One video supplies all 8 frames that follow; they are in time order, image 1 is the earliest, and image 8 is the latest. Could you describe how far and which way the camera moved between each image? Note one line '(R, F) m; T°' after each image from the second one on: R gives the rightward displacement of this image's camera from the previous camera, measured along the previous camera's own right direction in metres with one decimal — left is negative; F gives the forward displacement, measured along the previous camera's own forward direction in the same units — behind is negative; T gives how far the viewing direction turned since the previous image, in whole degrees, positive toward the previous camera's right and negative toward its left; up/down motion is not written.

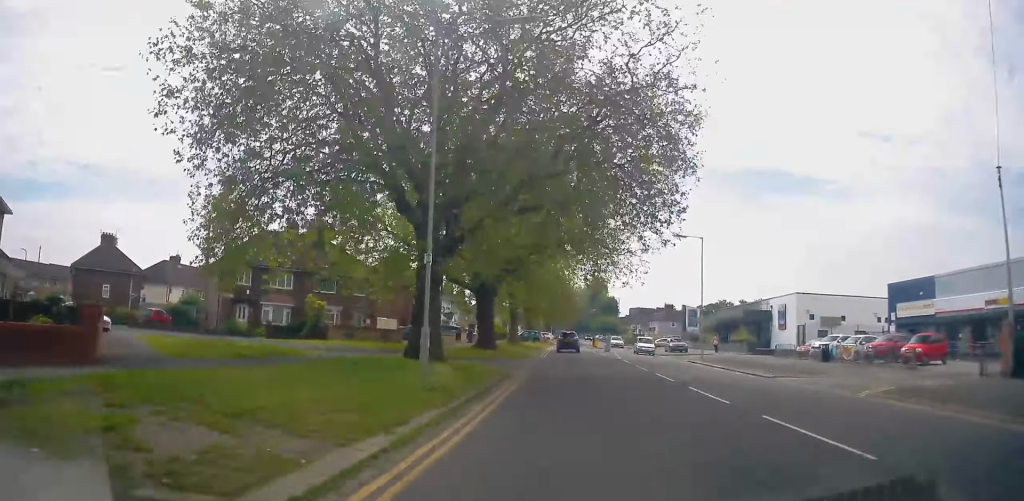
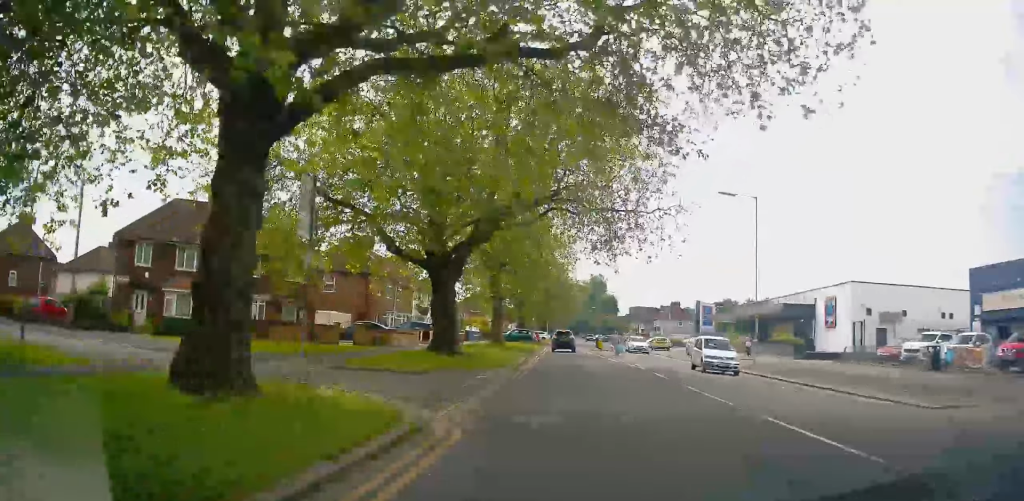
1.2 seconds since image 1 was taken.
(-0.3, +12.2) m; -1°
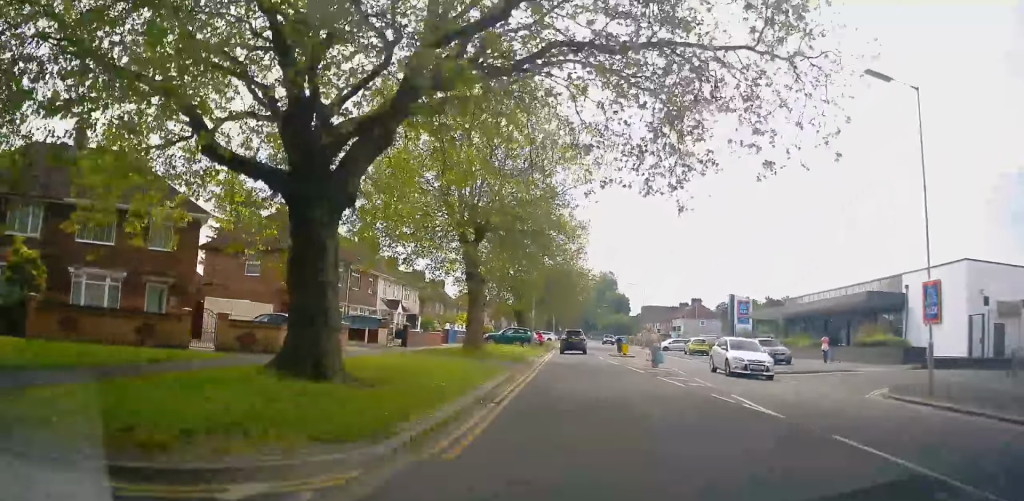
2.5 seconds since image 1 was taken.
(+0.3, +14.1) m; +2°
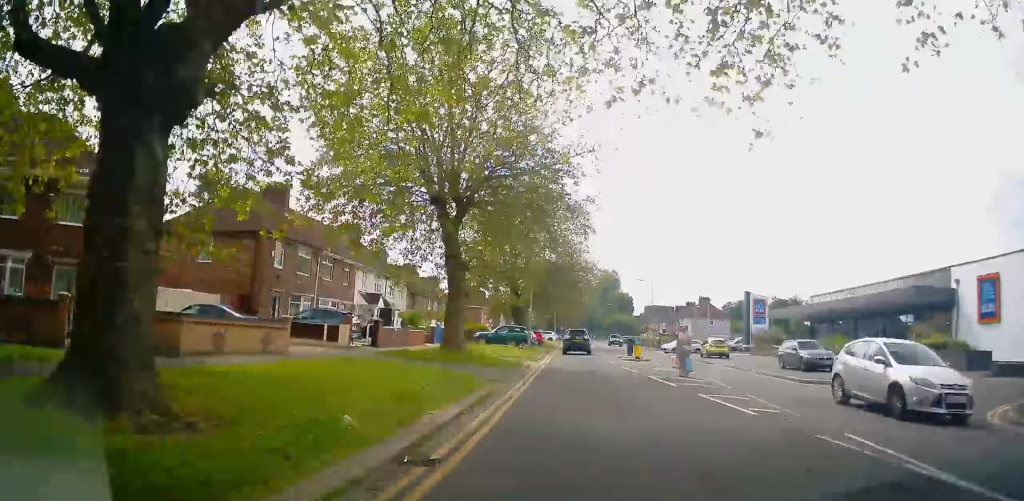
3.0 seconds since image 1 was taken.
(0.0, +5.8) m; +1°
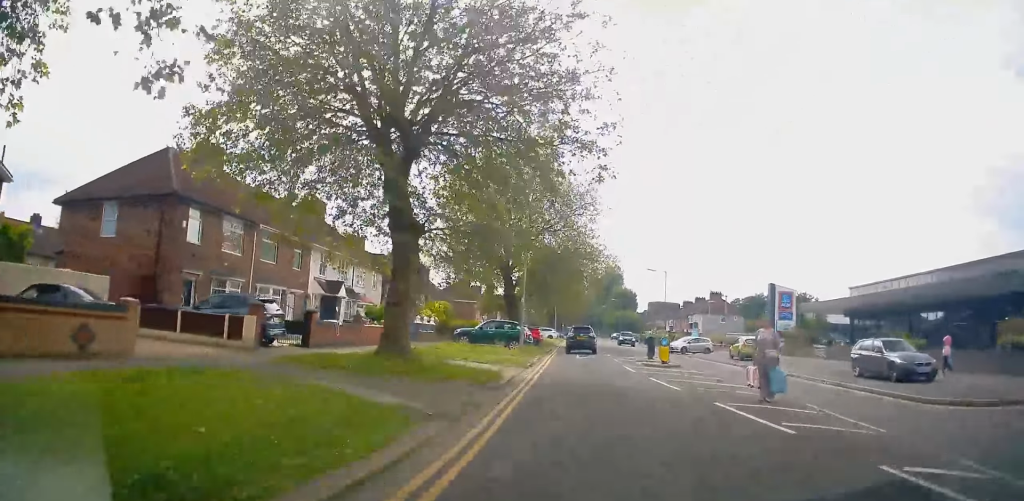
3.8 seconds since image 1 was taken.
(+0.1, +8.2) m; 0°
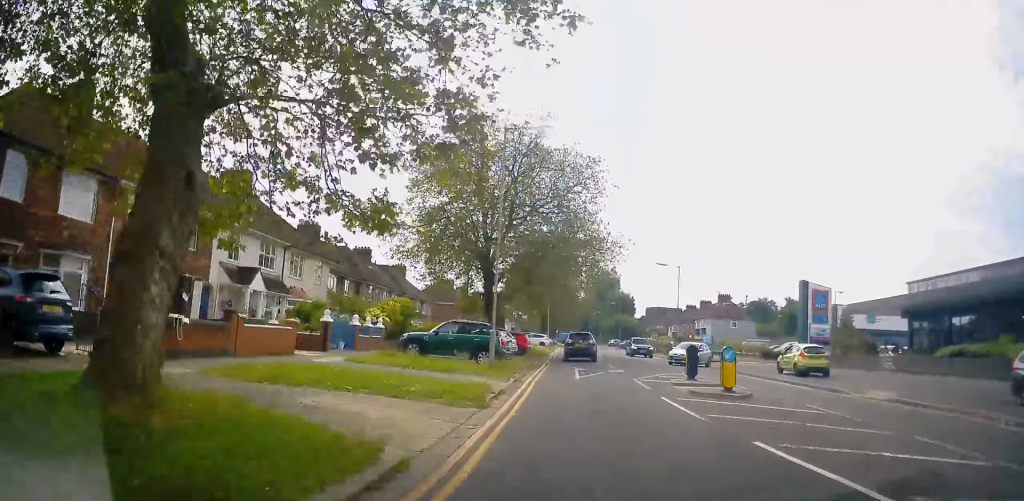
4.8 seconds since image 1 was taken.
(0.0, +10.3) m; -1°
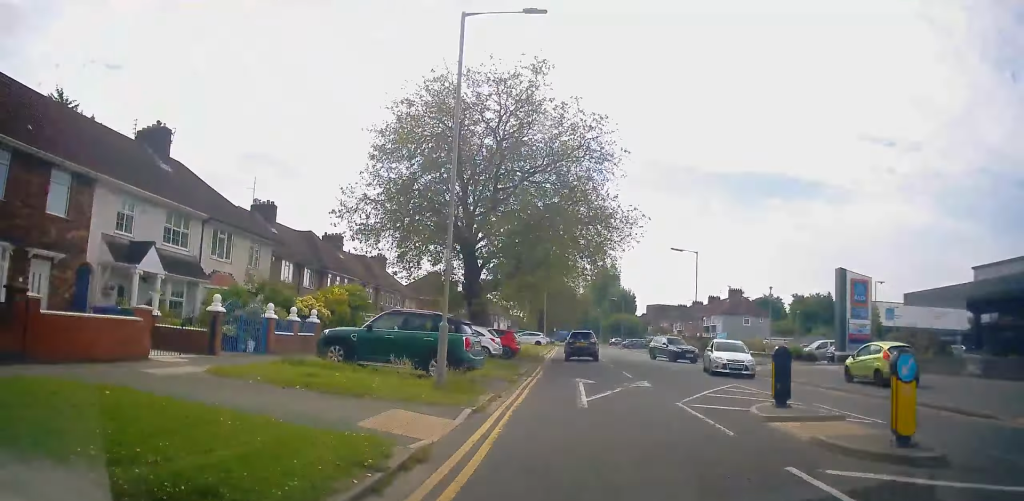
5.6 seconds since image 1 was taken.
(-0.2, +8.0) m; -1°
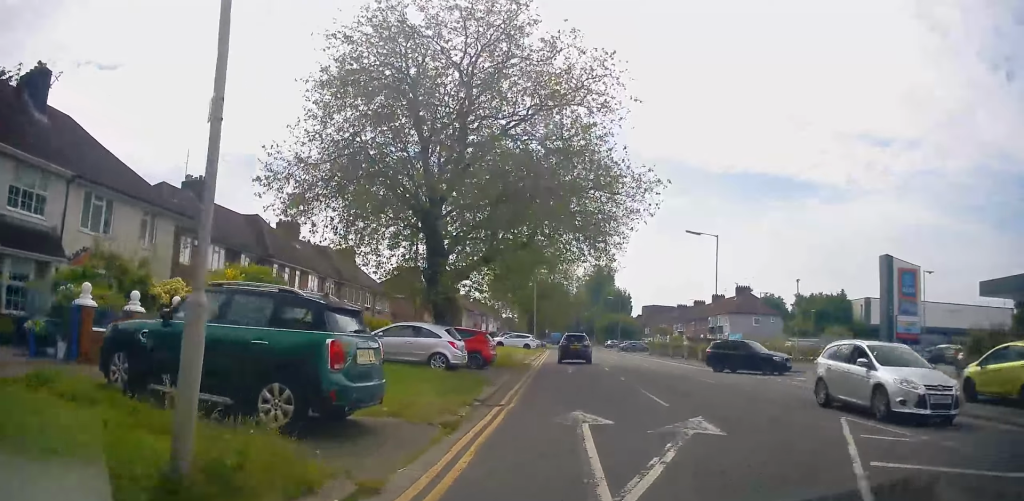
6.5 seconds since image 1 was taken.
(0.0, +8.1) m; +1°
